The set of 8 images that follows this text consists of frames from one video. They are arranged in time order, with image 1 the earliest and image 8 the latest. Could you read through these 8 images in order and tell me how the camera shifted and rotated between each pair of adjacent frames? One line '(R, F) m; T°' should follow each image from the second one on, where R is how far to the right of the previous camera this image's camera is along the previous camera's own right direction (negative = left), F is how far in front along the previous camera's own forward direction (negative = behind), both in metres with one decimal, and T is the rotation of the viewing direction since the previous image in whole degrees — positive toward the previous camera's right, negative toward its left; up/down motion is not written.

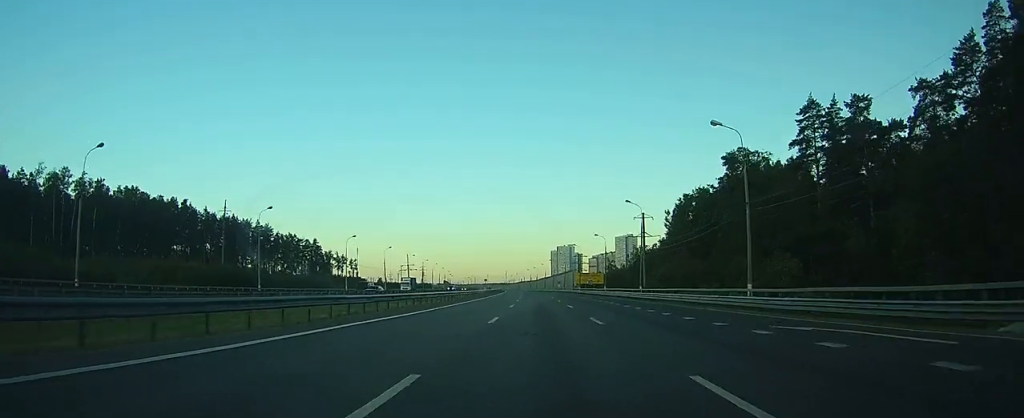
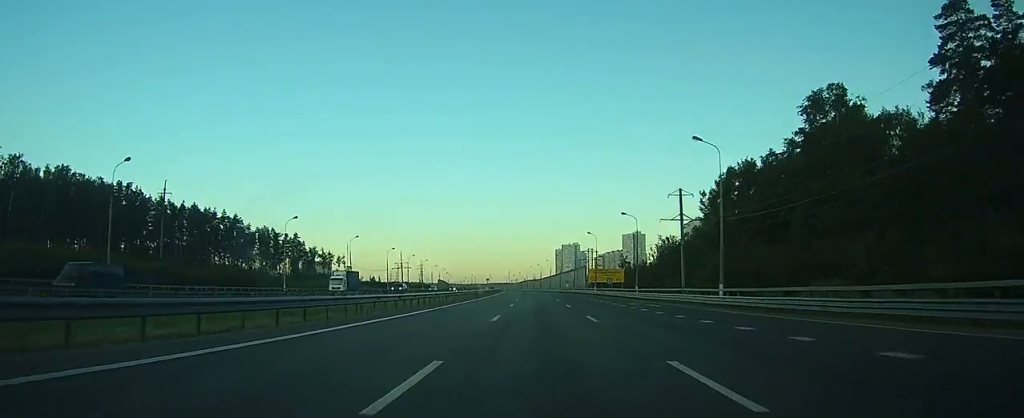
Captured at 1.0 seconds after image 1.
(-0.2, +30.0) m; -1°
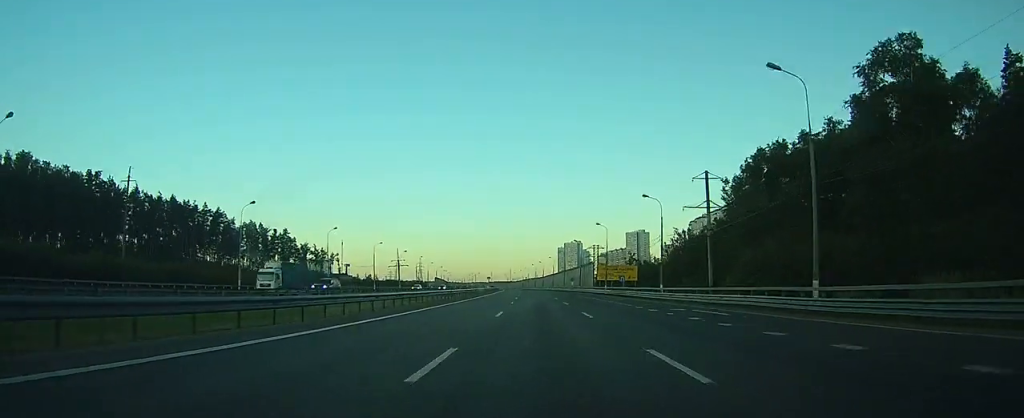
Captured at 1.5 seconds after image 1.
(+0.1, +14.0) m; 0°
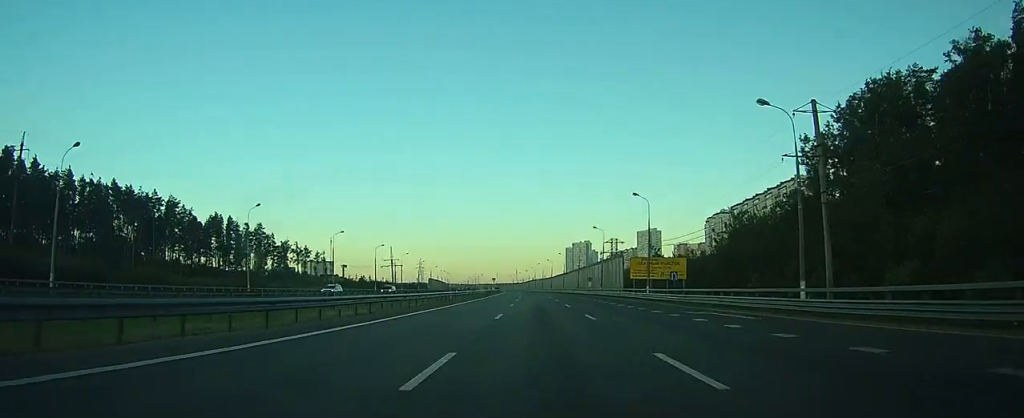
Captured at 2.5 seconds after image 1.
(-0.4, +32.0) m; -1°
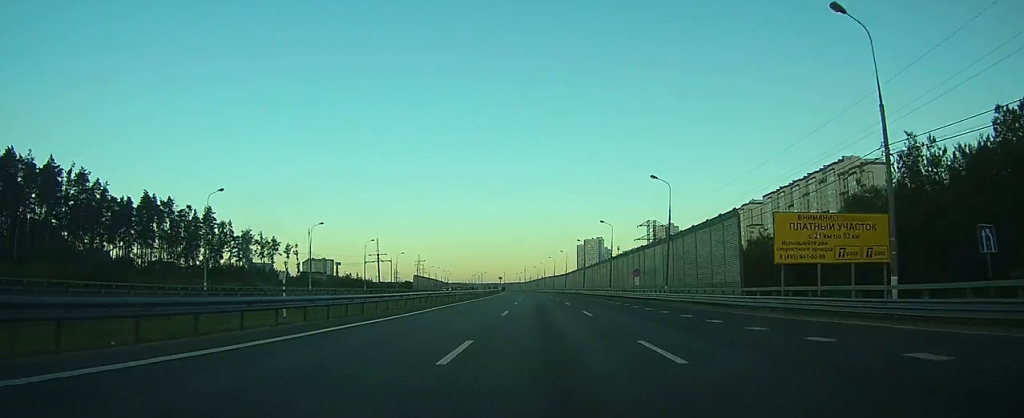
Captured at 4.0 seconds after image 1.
(-0.1, +45.1) m; 0°
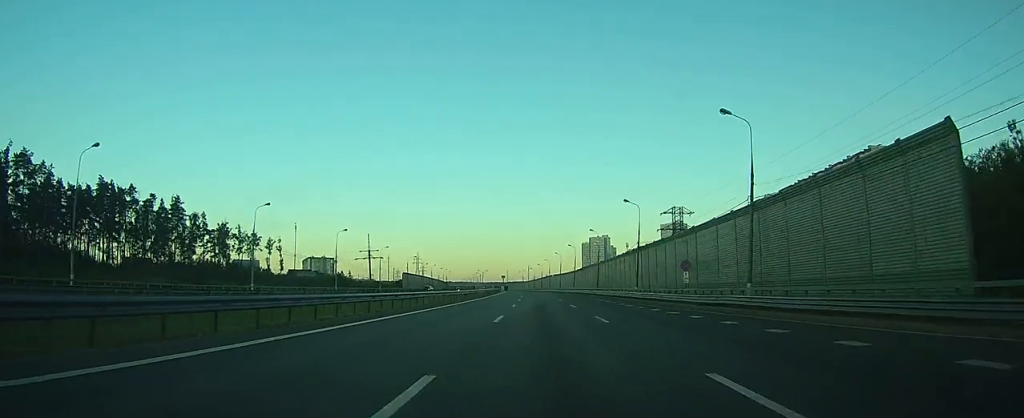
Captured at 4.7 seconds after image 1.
(0.0, +21.1) m; 0°
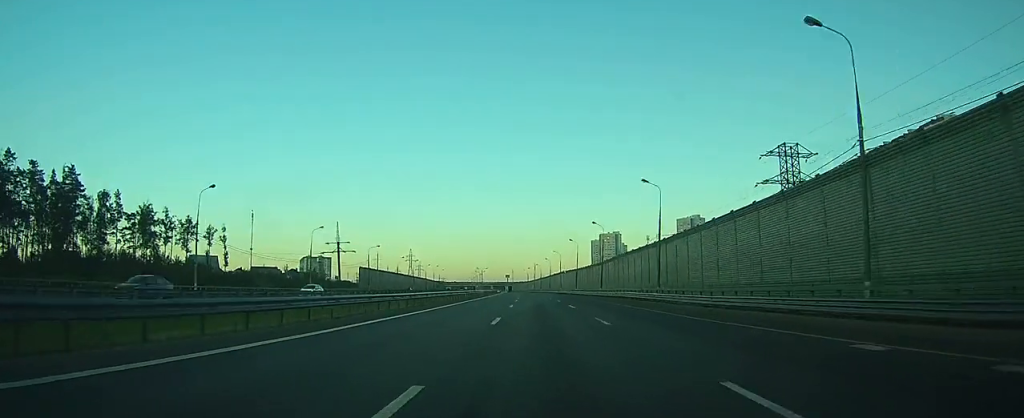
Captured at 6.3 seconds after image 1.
(-0.4, +48.5) m; -1°
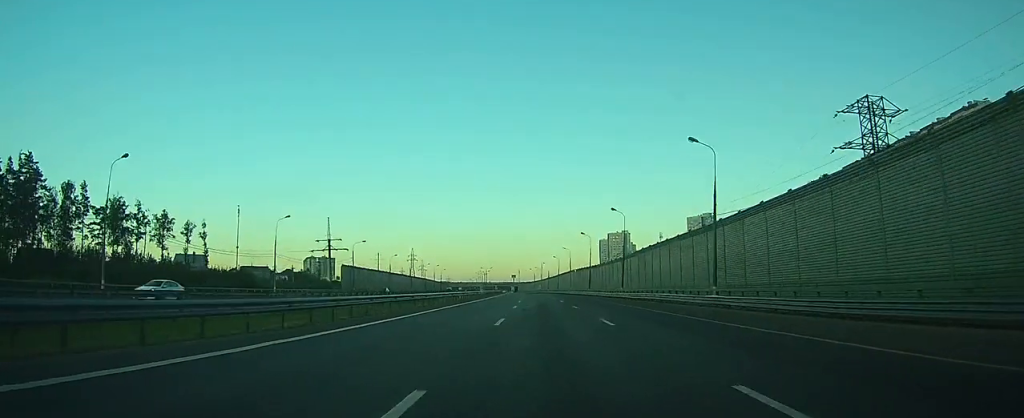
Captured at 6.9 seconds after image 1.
(-0.1, +16.3) m; -1°
